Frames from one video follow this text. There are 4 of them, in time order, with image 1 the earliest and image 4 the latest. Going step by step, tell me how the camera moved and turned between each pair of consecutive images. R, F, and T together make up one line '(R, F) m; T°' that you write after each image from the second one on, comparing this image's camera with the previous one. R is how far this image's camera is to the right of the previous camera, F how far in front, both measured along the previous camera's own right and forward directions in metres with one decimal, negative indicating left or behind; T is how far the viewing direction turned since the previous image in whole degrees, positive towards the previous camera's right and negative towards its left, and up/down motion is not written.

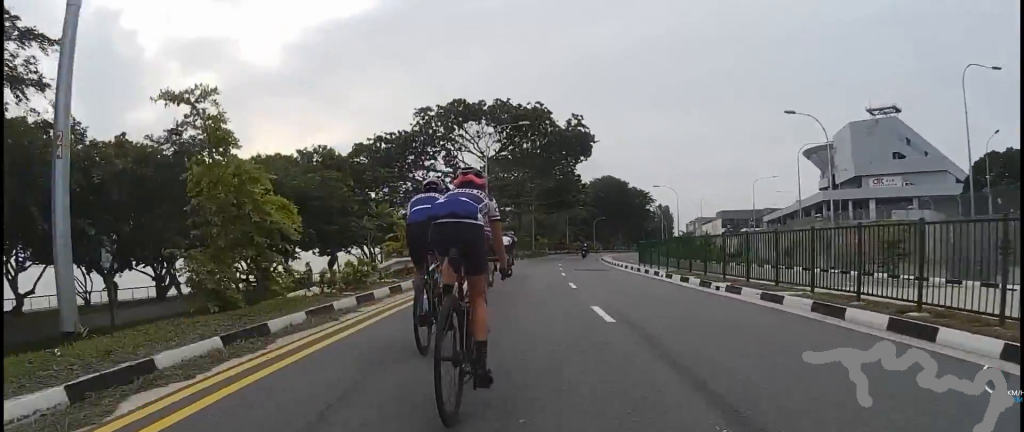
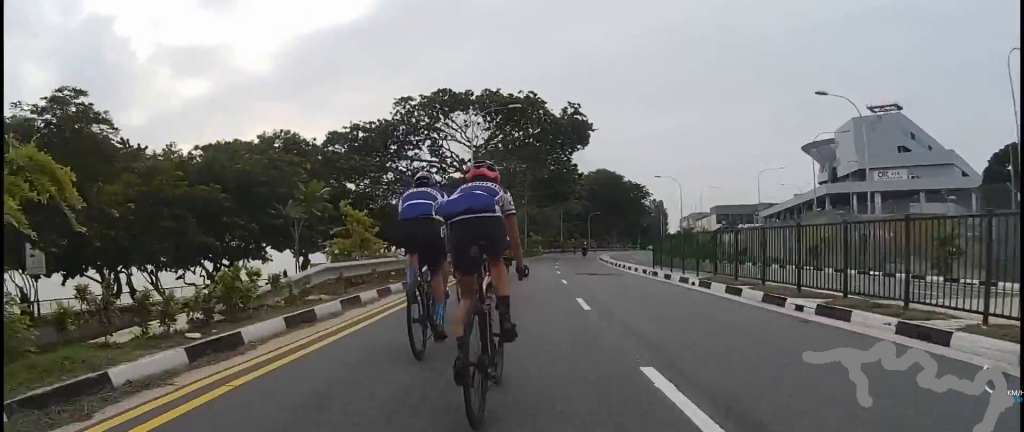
(+0.6, +4.3) m; -2°
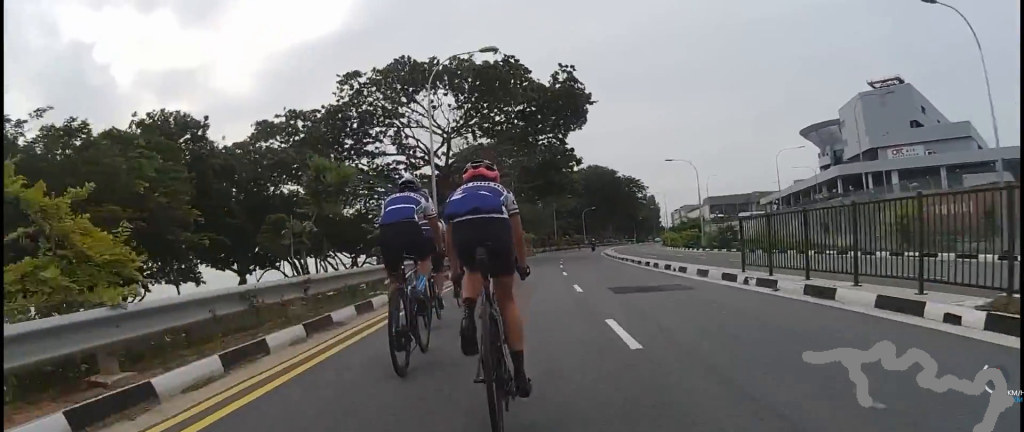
(-1.2, +9.2) m; -6°
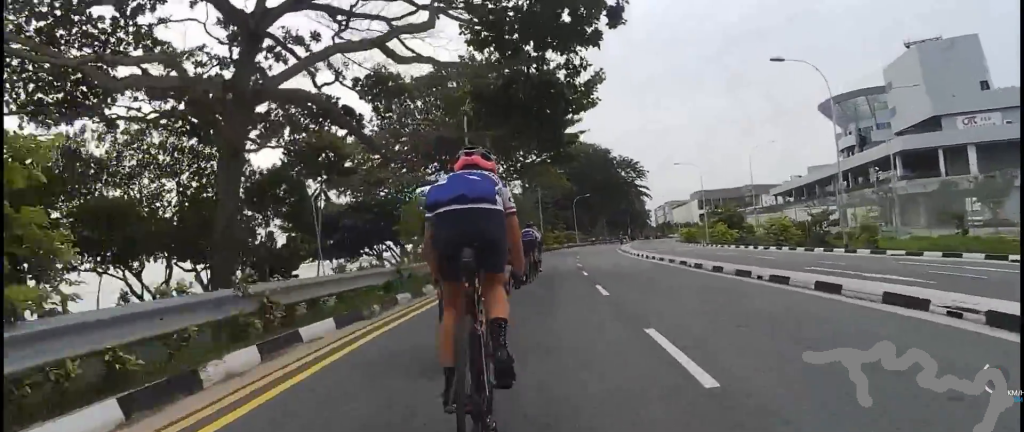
(+3.3, +25.6) m; +10°
